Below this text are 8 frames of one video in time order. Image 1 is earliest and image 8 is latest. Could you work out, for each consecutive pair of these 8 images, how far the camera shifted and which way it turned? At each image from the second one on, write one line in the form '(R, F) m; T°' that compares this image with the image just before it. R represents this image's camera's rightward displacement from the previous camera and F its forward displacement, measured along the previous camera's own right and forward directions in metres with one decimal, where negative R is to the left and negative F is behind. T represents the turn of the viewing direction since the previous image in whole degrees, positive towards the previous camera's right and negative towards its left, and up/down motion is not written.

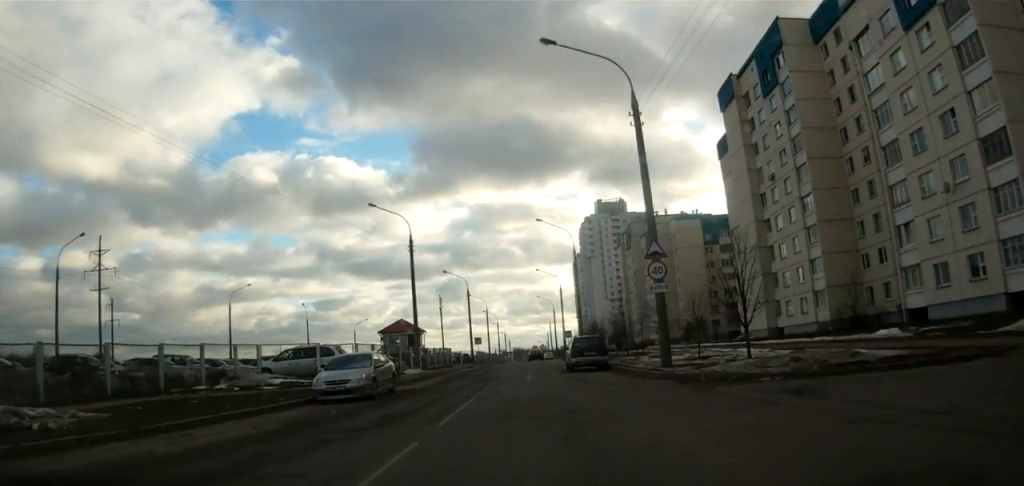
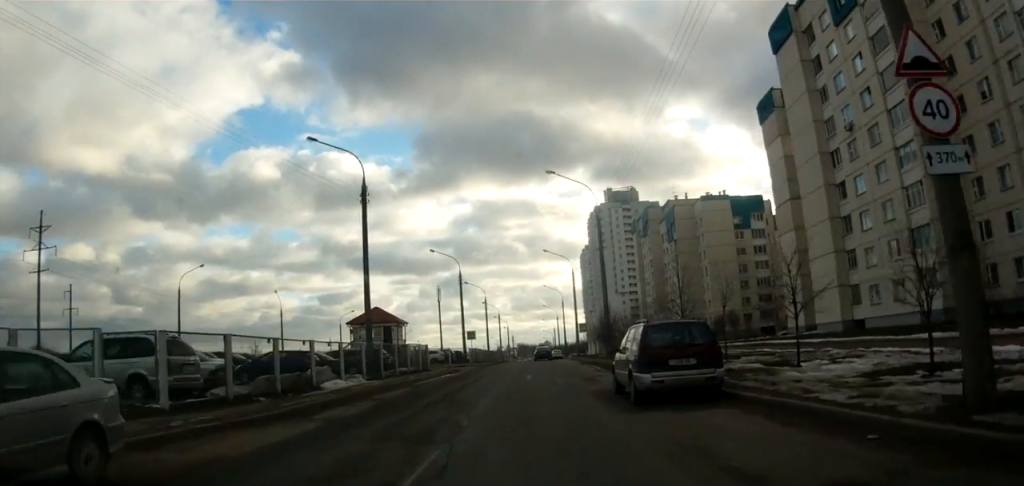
(+0.2, +15.9) m; 0°
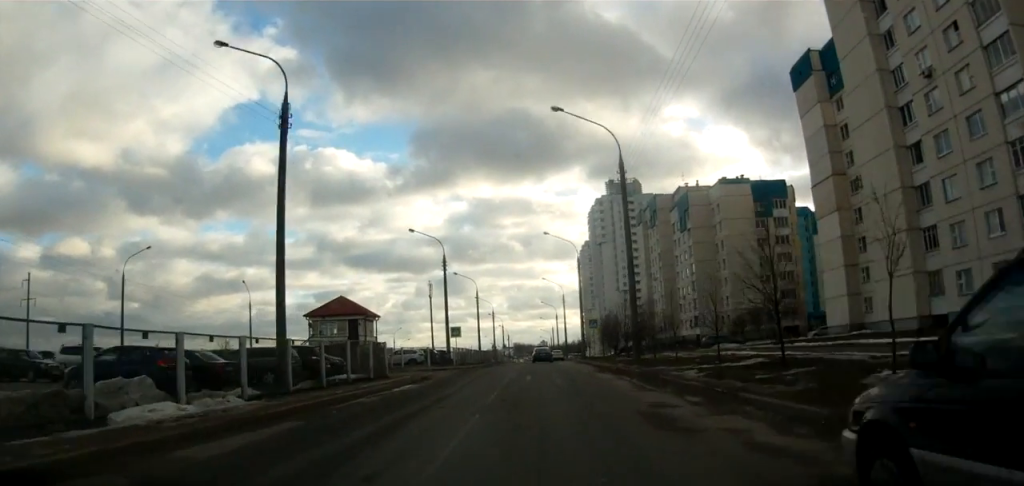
(-0.2, +11.5) m; -1°
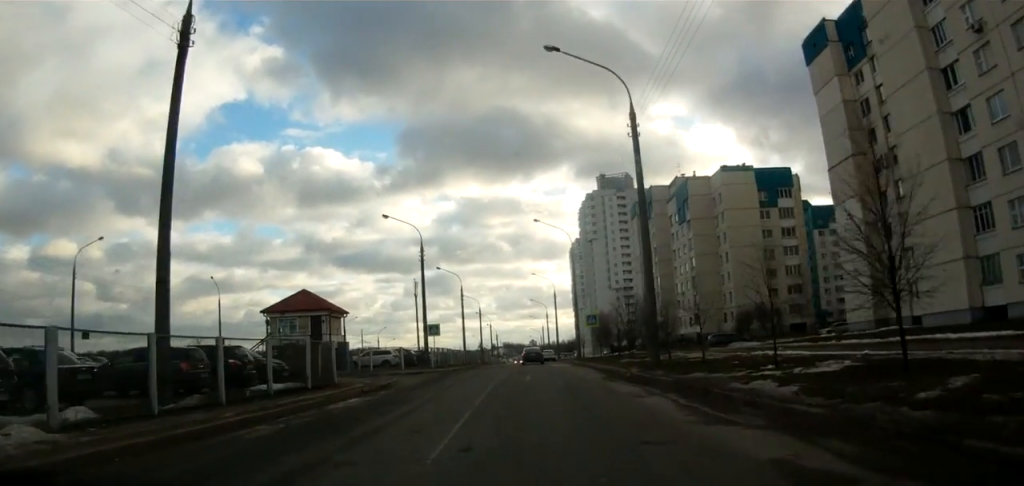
(0.0, +6.3) m; 0°
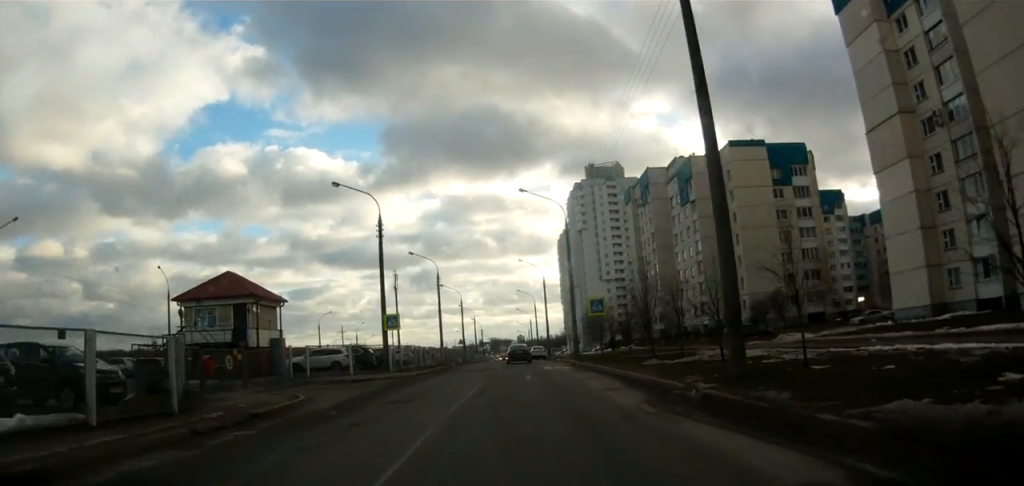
(0.0, +10.1) m; 0°
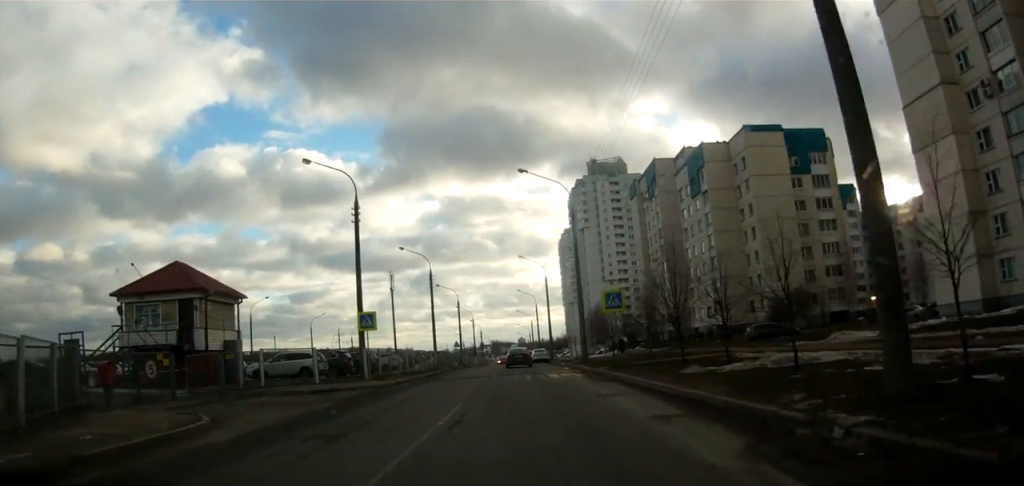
(0.0, +5.9) m; 0°
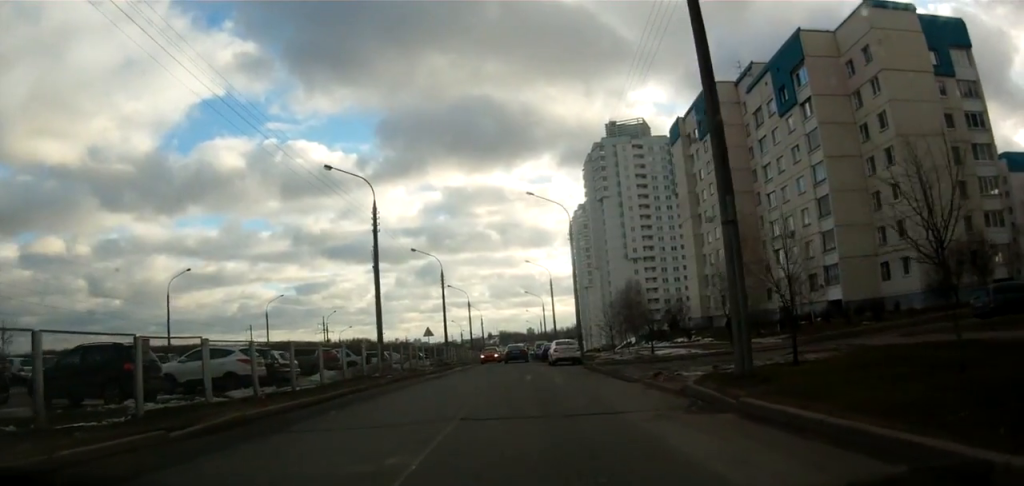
(+0.4, +29.4) m; 0°
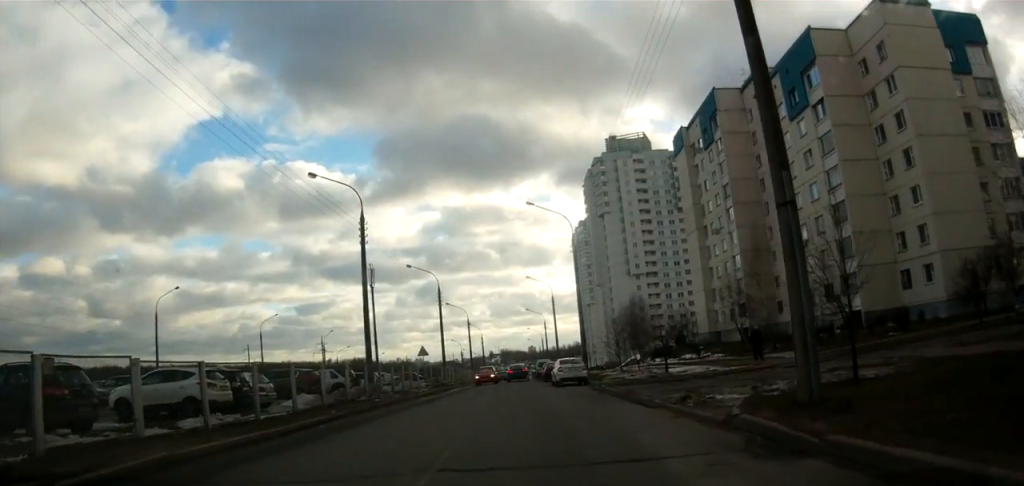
(-0.2, +3.5) m; 0°
